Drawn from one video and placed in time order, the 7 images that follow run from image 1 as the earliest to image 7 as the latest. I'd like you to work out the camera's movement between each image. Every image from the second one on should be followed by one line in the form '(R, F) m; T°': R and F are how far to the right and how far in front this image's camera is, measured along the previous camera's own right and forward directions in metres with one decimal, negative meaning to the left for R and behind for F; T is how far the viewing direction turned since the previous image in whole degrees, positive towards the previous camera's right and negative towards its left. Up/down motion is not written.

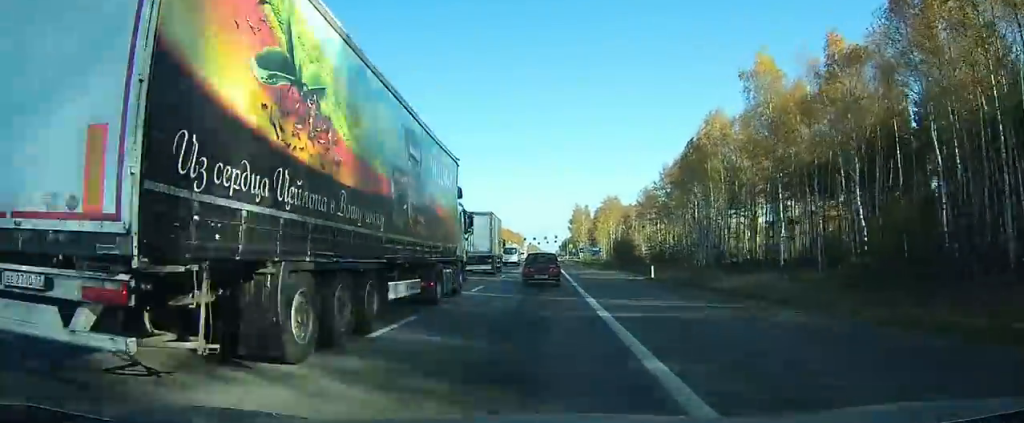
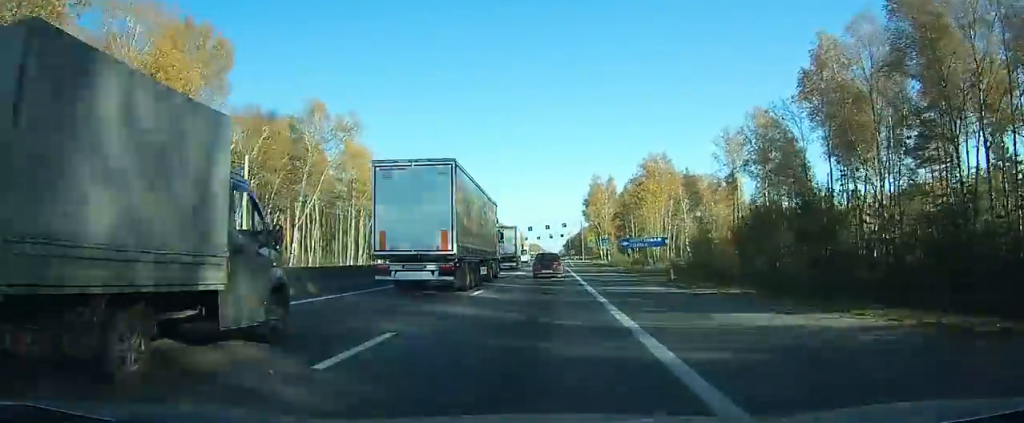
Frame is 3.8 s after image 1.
(-0.2, +76.8) m; 0°
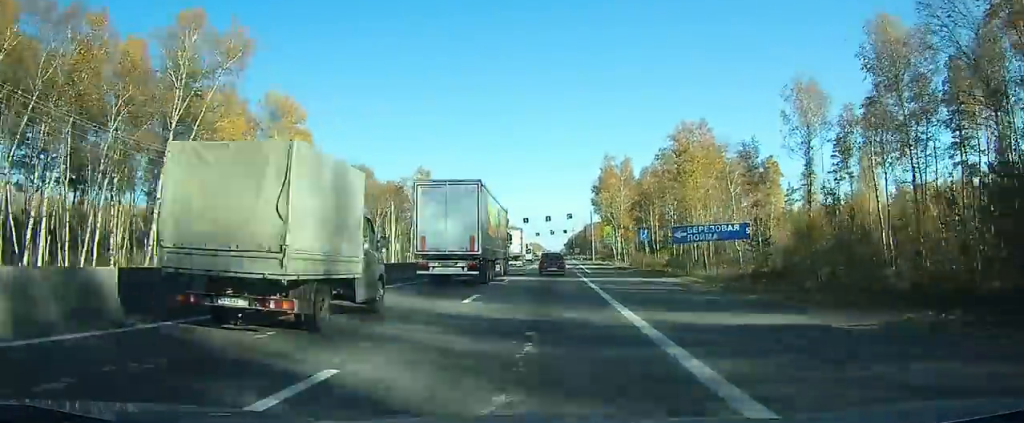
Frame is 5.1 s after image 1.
(0.0, +27.4) m; 0°
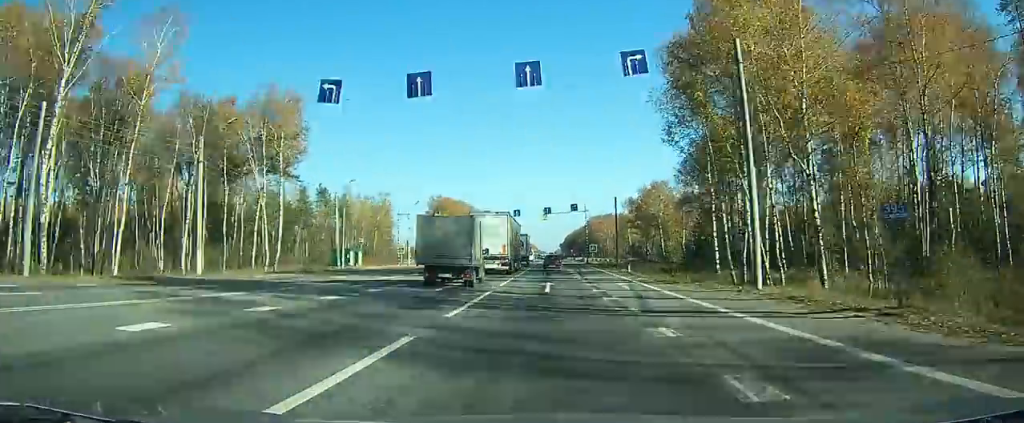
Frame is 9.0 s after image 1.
(+0.1, +77.2) m; 0°
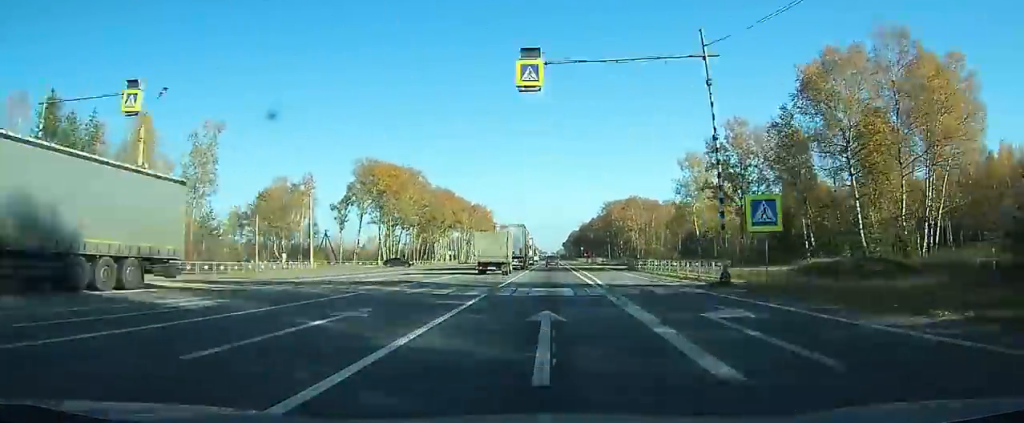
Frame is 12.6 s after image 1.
(+0.1, +76.3) m; 0°
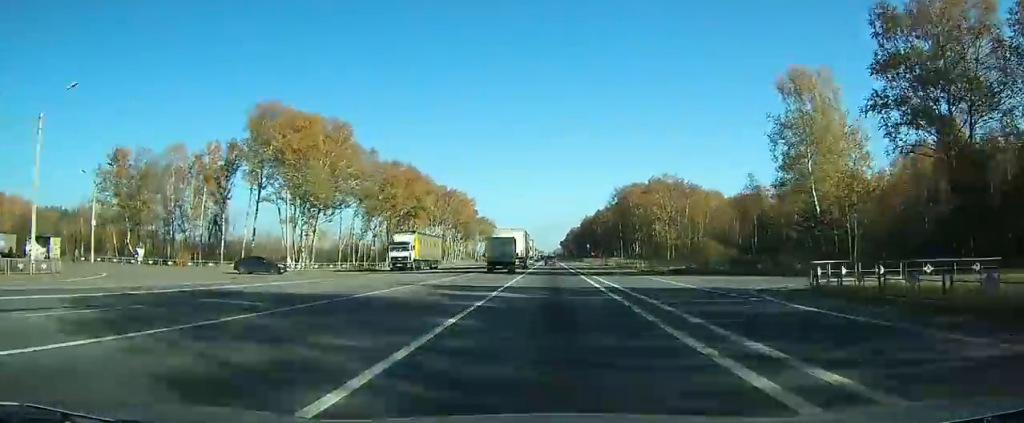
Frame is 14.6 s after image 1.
(+0.2, +45.7) m; +1°
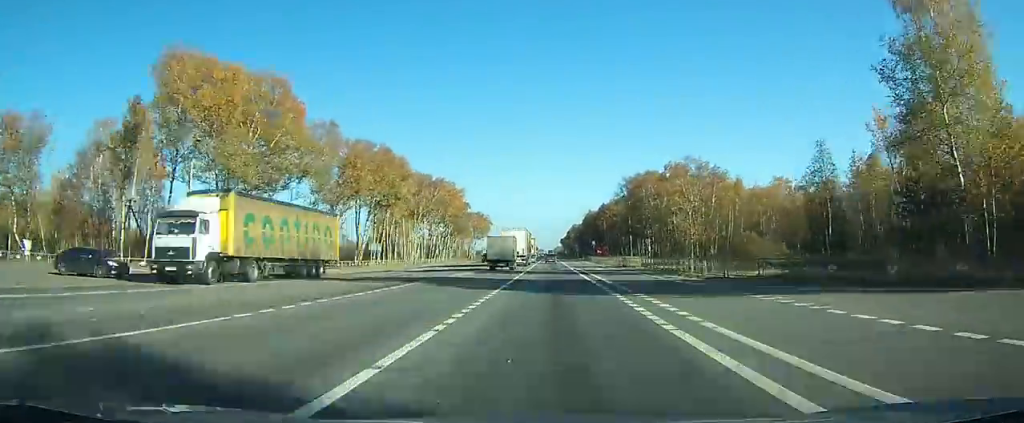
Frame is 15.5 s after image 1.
(+0.2, +20.0) m; 0°
